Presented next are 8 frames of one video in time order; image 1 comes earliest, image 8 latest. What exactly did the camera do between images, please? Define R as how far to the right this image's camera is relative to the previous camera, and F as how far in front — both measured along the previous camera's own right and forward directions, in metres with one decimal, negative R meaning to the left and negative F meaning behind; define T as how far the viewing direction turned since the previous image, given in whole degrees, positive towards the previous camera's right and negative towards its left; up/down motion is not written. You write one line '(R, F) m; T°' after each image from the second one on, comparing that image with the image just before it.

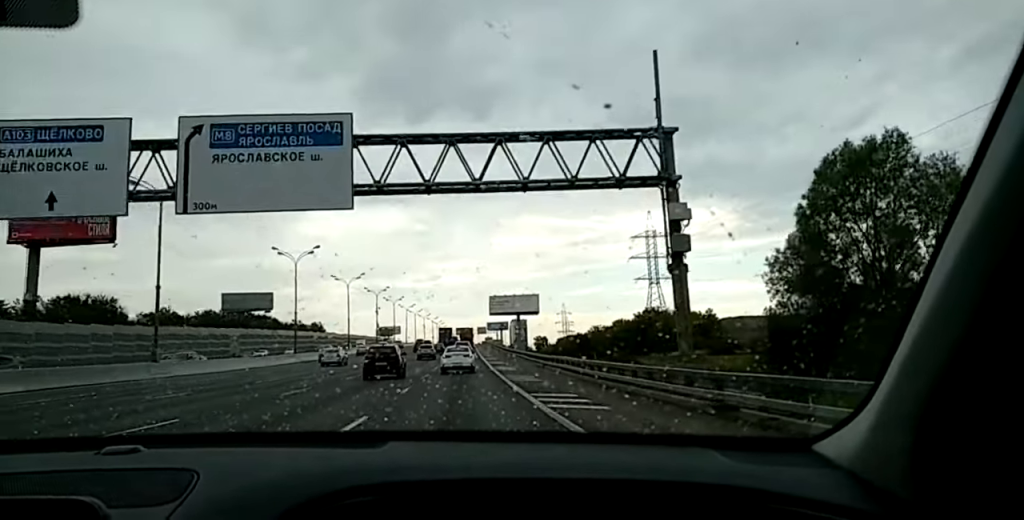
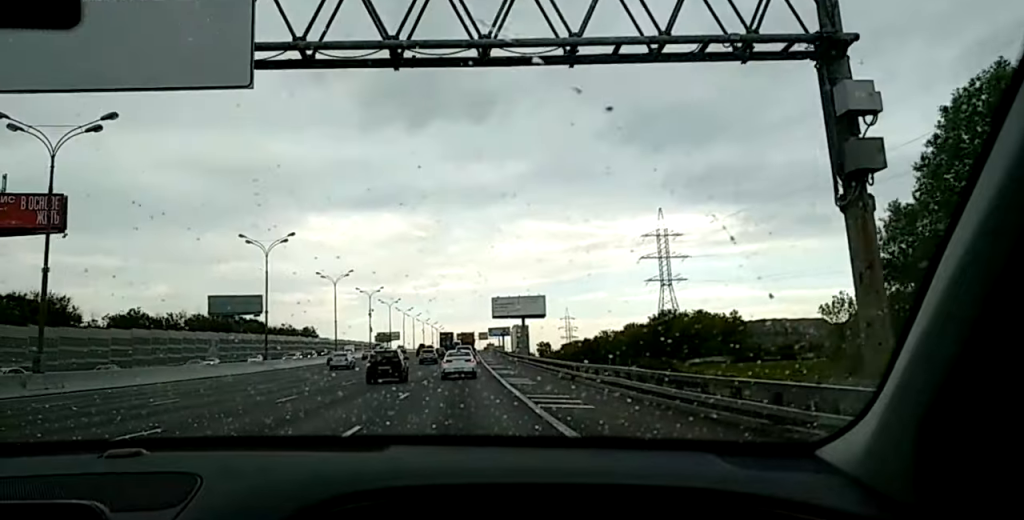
(+0.1, +12.8) m; -1°
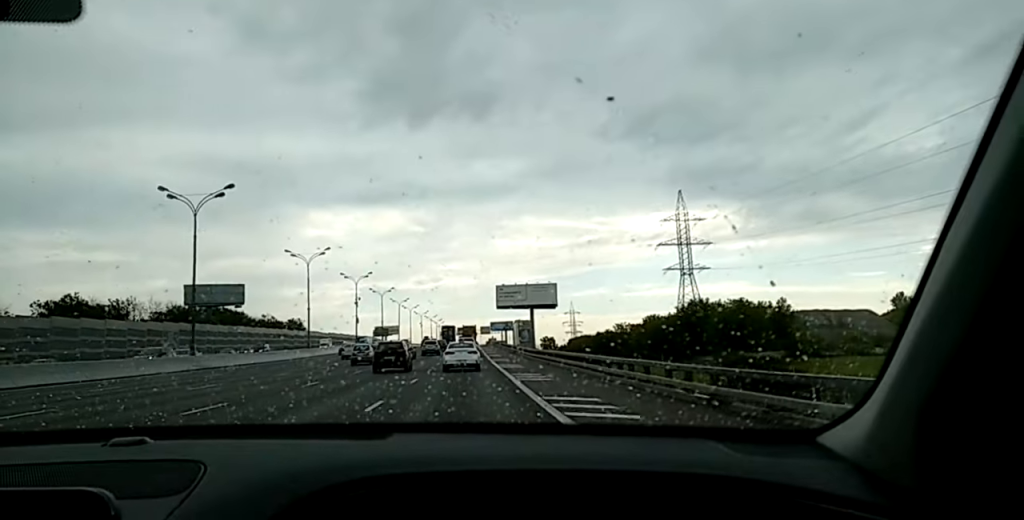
(-0.4, +19.4) m; 0°
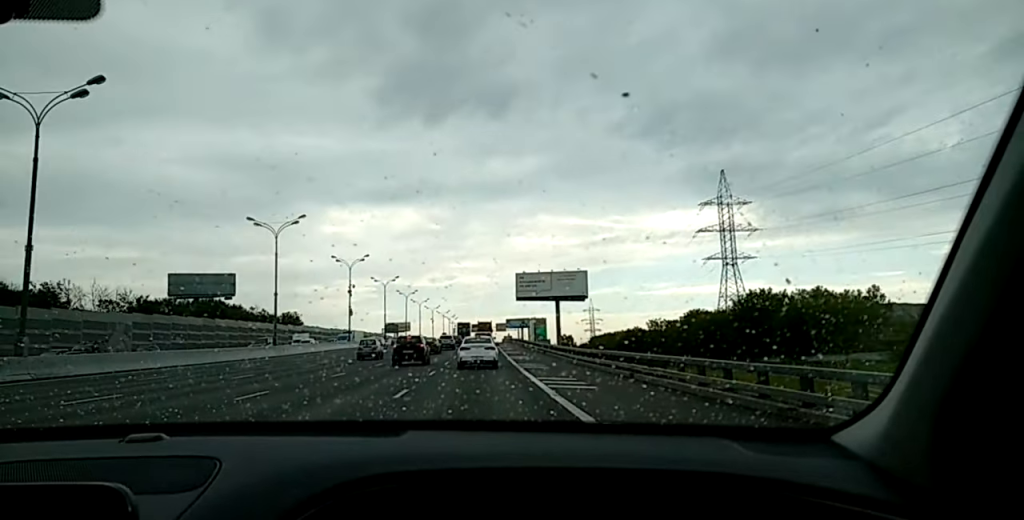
(+0.6, +21.6) m; +1°
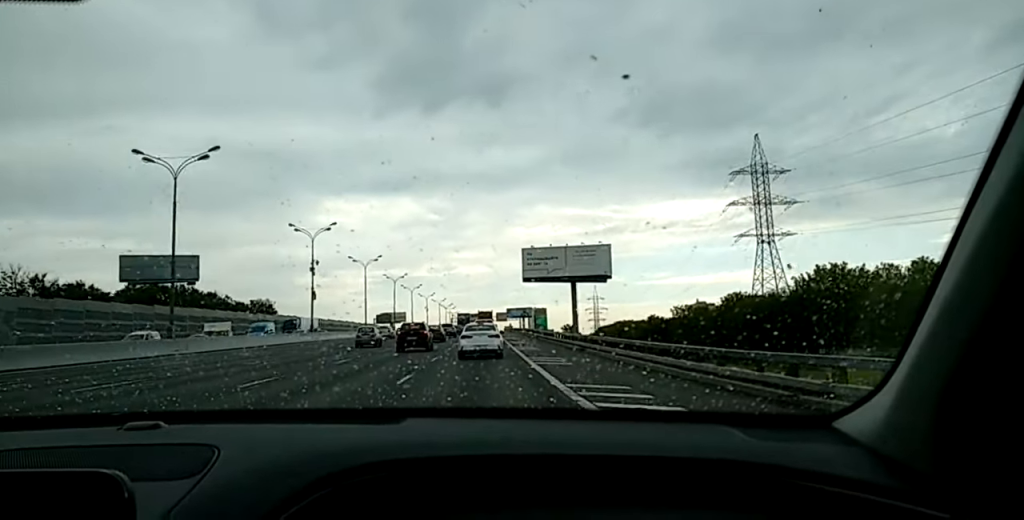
(-0.5, +23.4) m; -1°
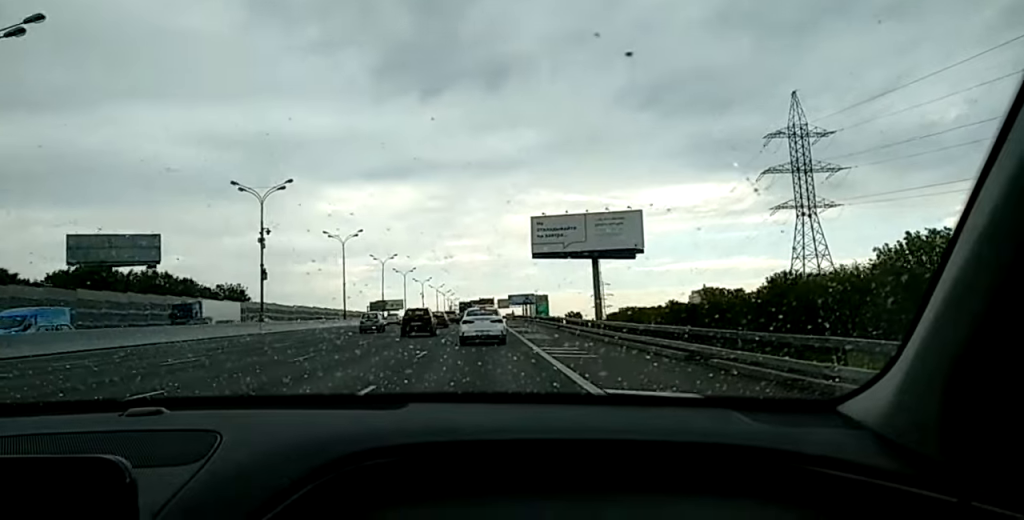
(-0.1, +20.5) m; -2°
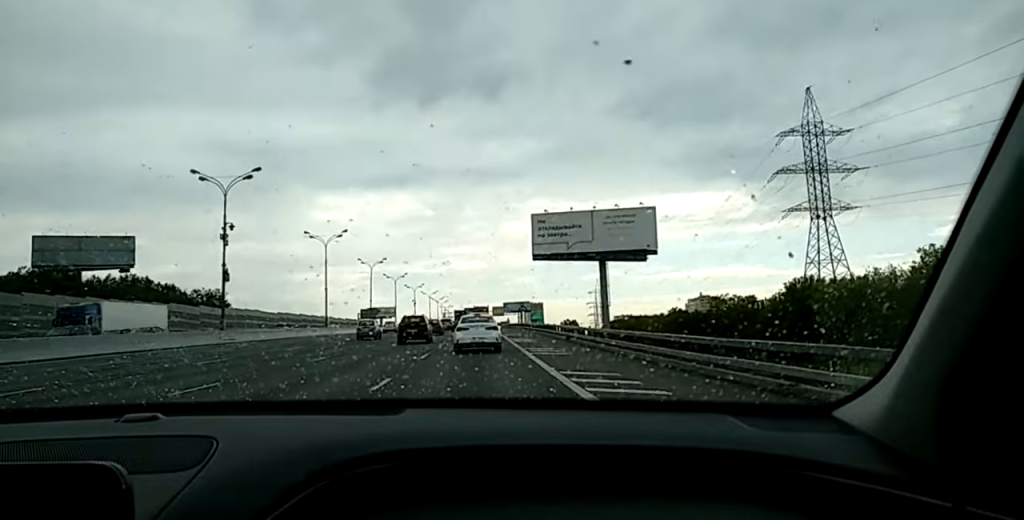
(+0.1, +9.5) m; -2°
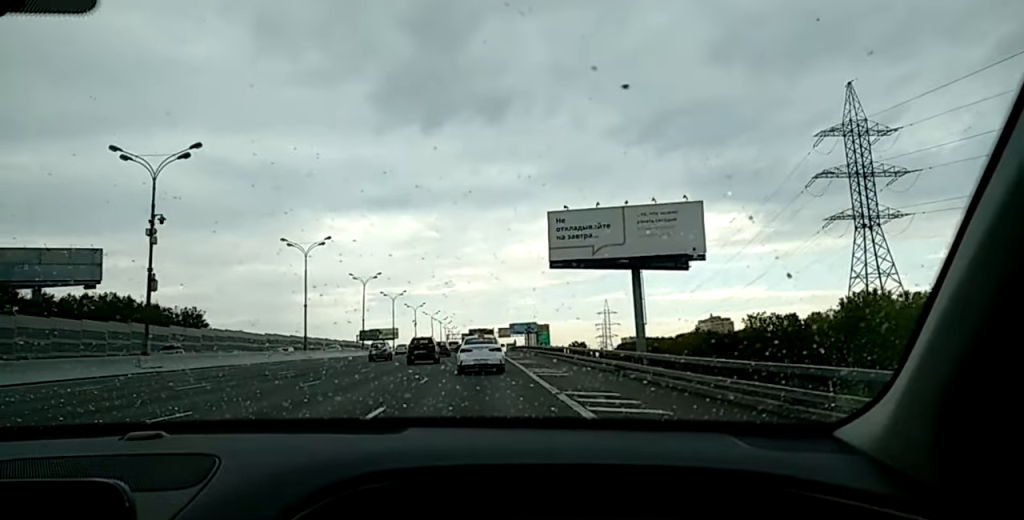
(-0.8, +14.7) m; 0°
